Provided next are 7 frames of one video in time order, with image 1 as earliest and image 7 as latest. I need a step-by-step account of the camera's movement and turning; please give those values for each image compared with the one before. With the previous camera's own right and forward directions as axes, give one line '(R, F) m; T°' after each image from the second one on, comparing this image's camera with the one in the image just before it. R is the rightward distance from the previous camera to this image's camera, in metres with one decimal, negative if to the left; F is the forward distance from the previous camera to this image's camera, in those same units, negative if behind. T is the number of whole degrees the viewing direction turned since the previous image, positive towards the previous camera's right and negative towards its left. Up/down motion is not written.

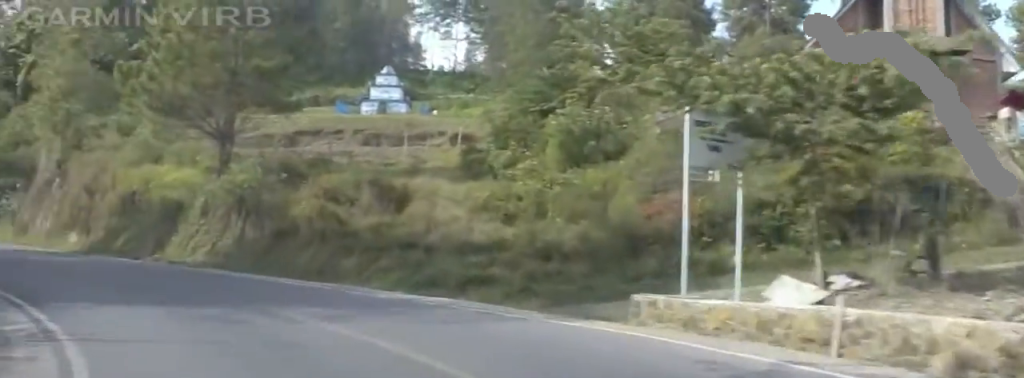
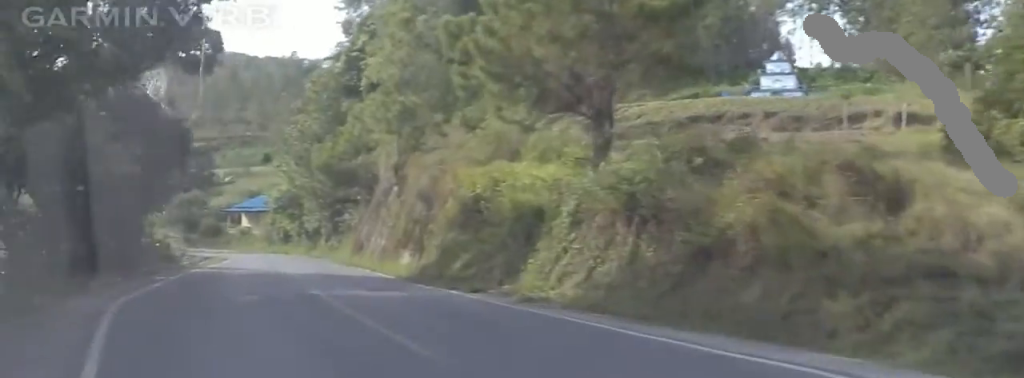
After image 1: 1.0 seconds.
(-1.5, +9.7) m; -16°
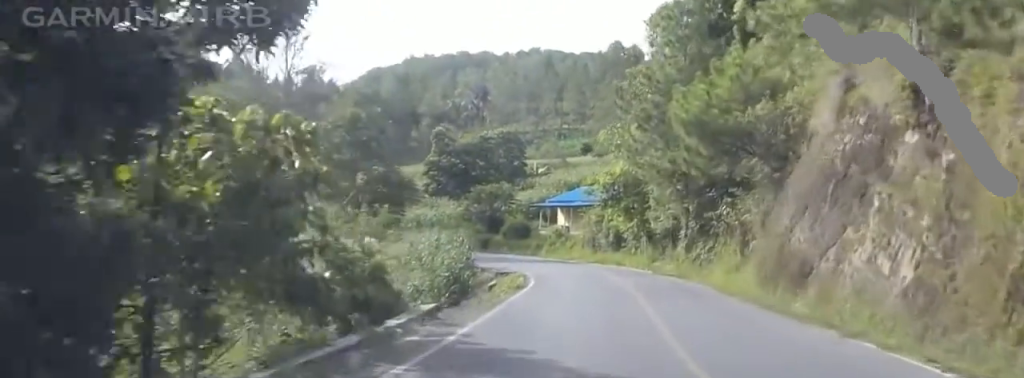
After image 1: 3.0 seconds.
(-5.9, +21.7) m; -24°
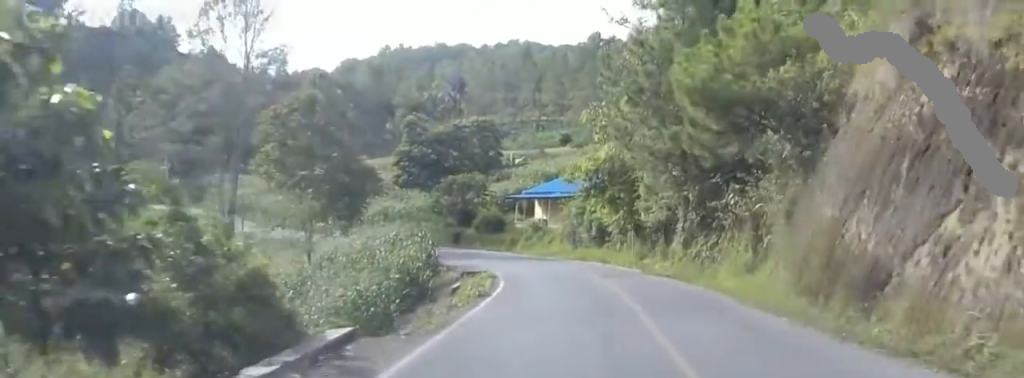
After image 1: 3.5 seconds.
(-0.6, +5.7) m; 0°
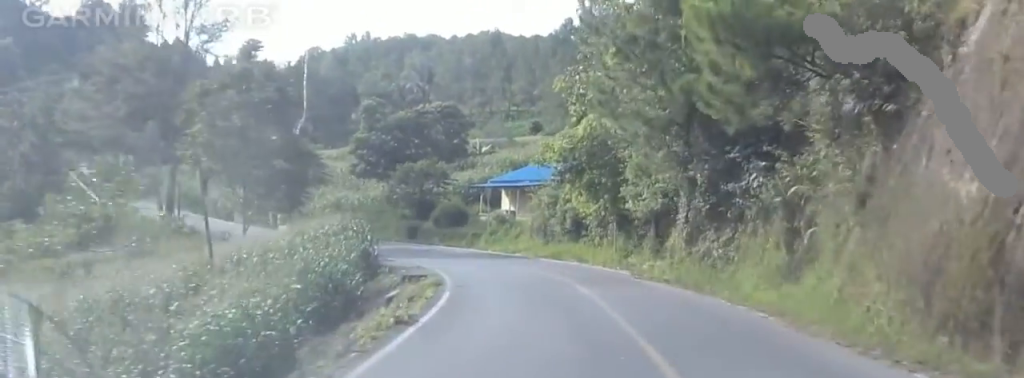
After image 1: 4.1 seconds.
(+0.4, +7.3) m; 0°
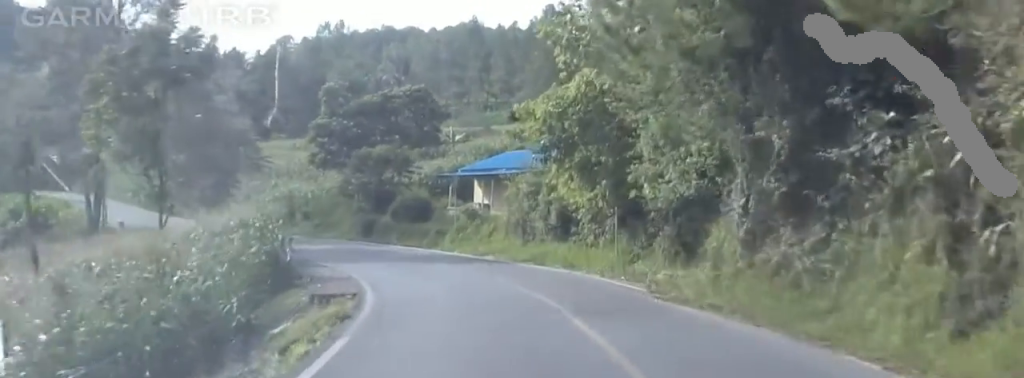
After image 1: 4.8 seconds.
(+0.5, +8.9) m; -2°
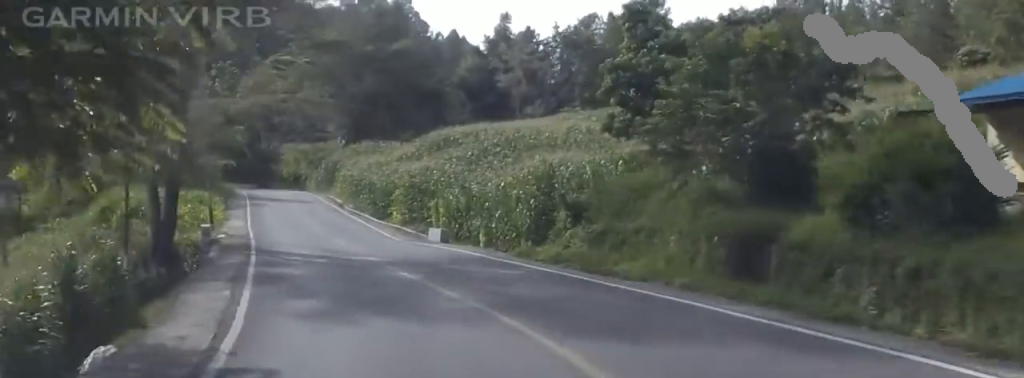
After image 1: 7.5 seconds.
(-8.2, +34.4) m; -22°
